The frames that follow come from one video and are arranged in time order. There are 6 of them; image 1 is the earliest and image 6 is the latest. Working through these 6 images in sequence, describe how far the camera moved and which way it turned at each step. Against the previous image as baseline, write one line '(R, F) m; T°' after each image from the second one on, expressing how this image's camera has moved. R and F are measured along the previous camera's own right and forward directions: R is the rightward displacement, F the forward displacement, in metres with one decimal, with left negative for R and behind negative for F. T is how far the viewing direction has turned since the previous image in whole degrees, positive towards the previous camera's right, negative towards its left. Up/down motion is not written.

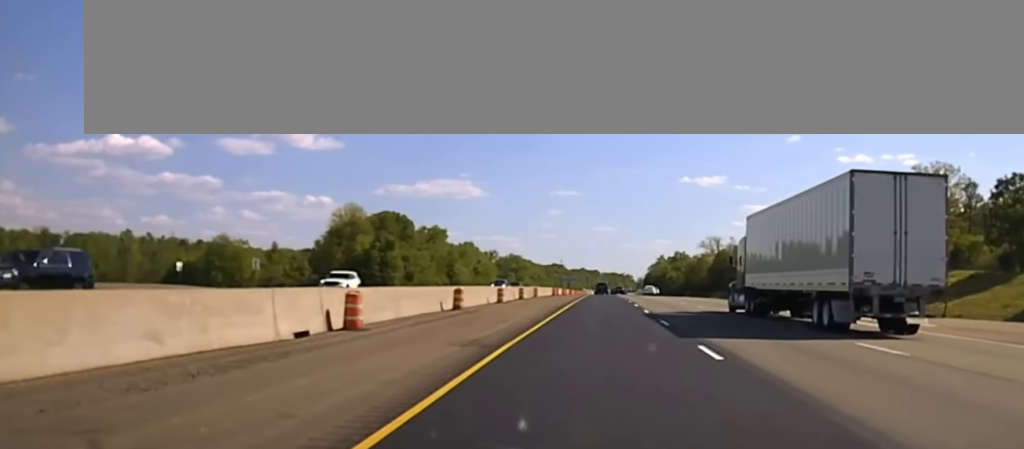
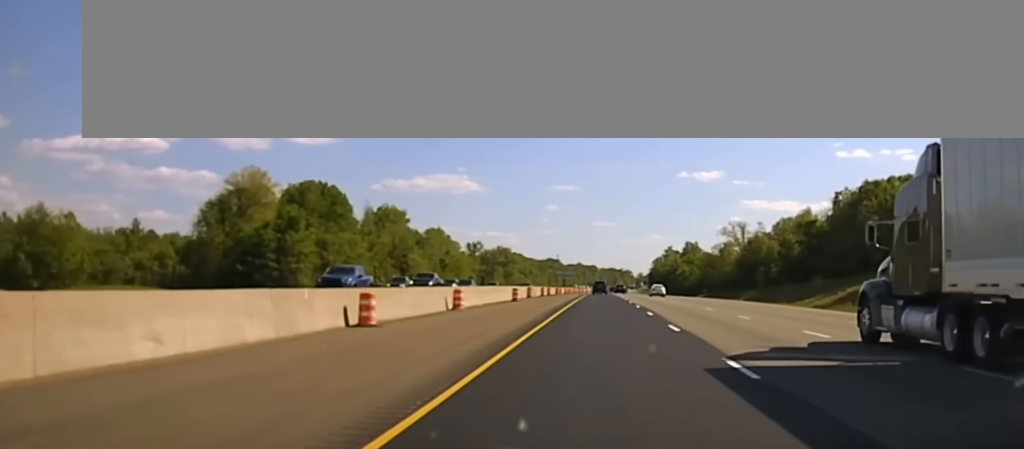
(-0.4, +58.7) m; 0°
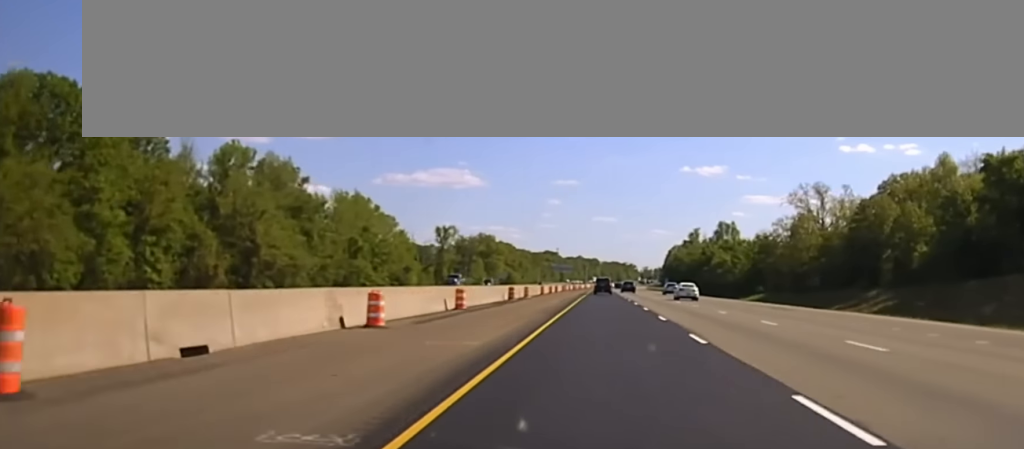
(-0.1, +73.5) m; 0°
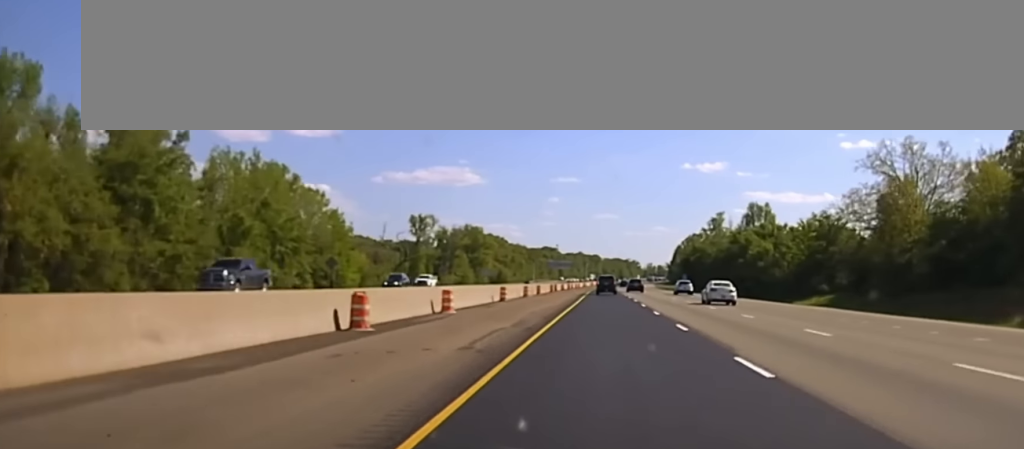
(0.0, +37.6) m; 0°
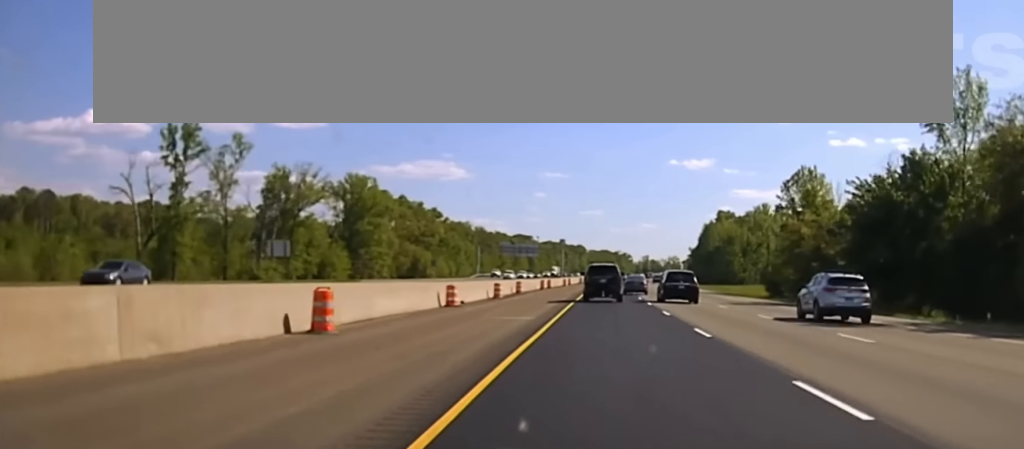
(+1.4, +125.2) m; +1°
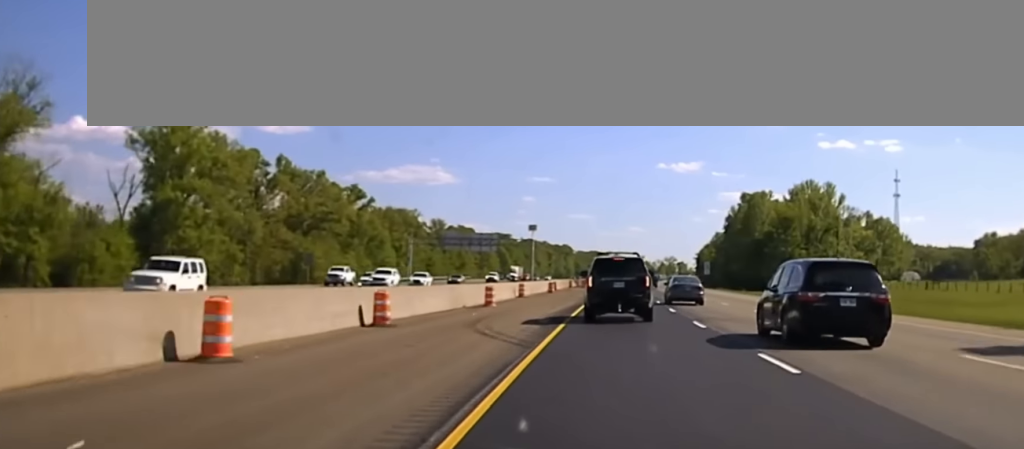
(+0.5, +63.1) m; +1°
